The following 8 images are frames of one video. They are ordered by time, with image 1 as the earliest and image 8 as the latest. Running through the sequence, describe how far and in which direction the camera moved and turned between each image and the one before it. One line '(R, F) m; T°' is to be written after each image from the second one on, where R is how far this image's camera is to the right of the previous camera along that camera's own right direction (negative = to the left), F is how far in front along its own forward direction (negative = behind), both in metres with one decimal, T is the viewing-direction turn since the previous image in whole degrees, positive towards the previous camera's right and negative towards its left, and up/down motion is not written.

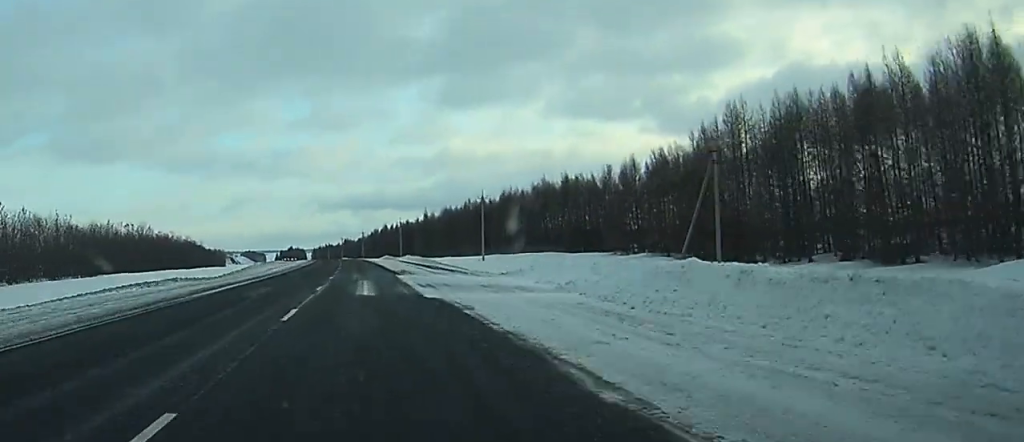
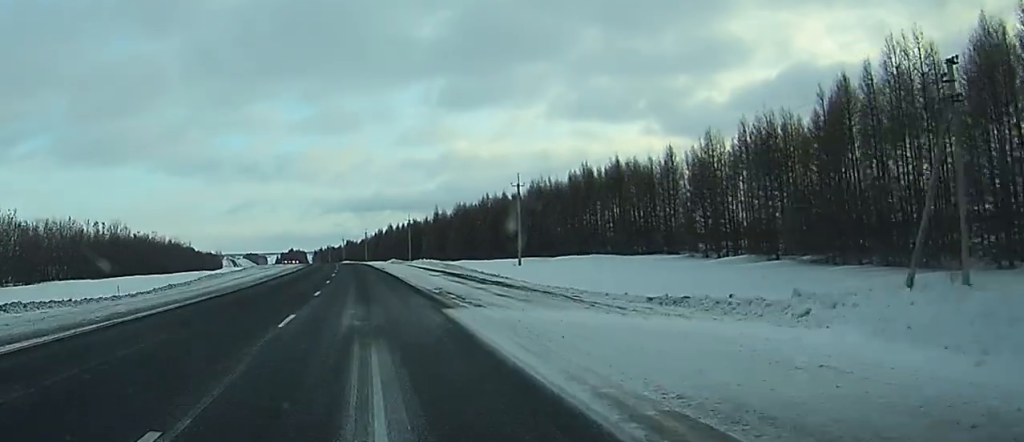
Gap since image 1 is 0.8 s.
(0.0, +24.7) m; 0°
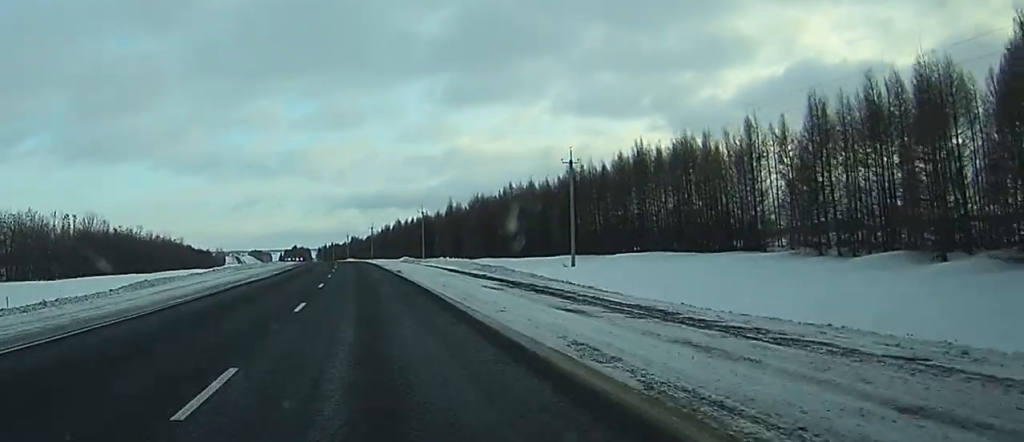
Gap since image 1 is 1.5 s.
(0.0, +20.6) m; -1°
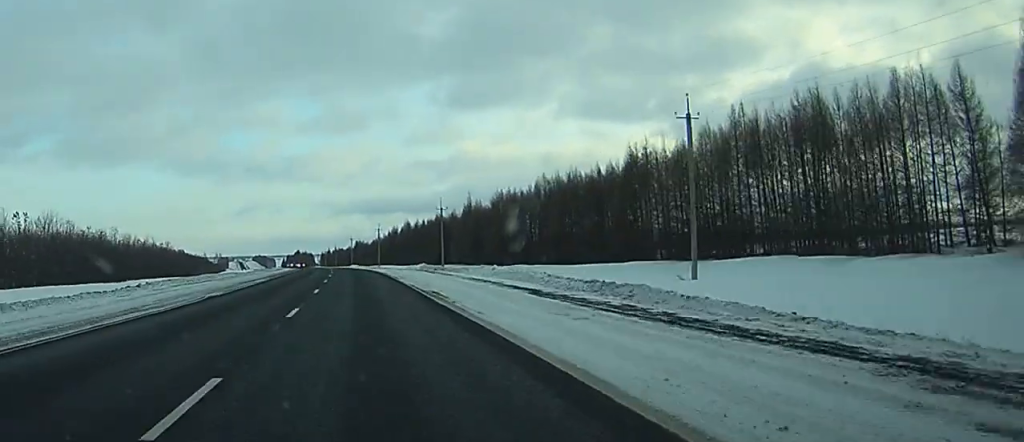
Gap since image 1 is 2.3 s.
(-0.2, +24.7) m; -1°
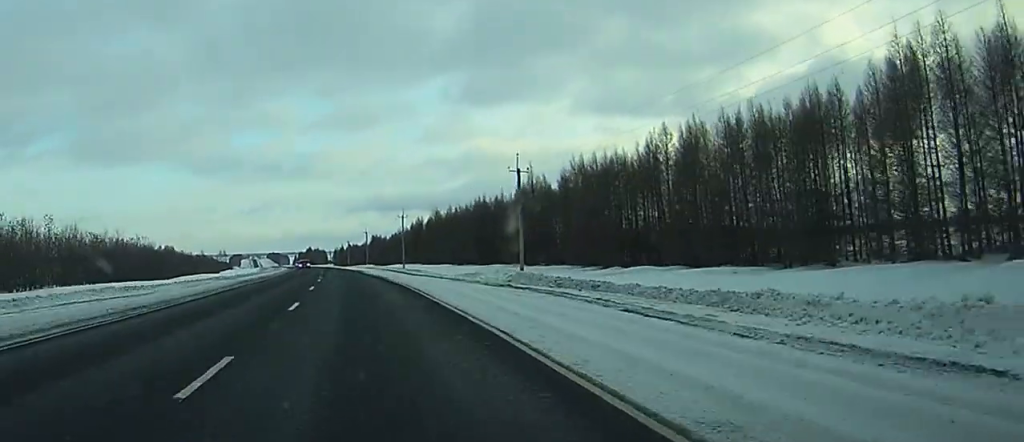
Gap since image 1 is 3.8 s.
(-0.3, +46.3) m; -1°
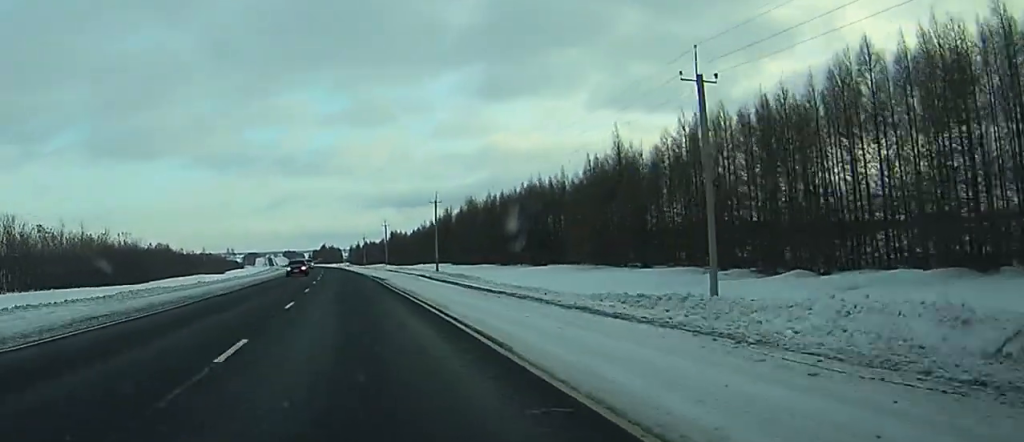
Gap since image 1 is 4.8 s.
(-0.2, +33.0) m; 0°
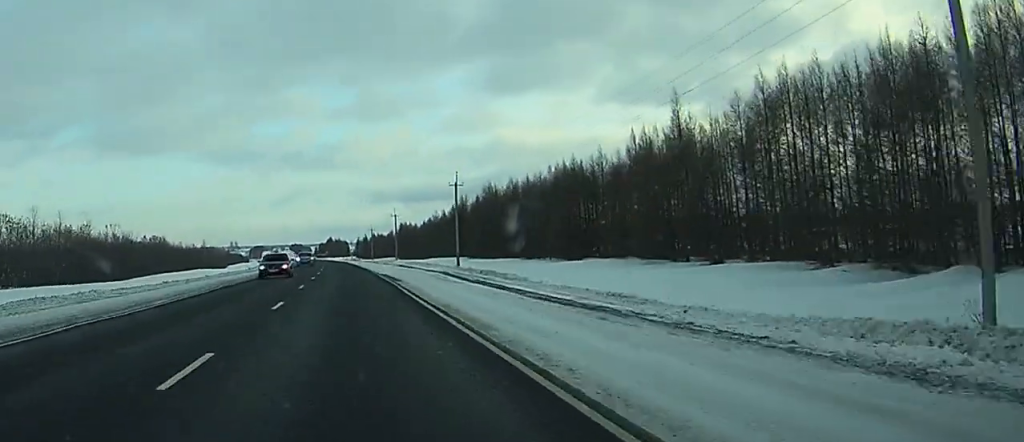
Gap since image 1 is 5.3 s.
(0.0, +14.4) m; 0°
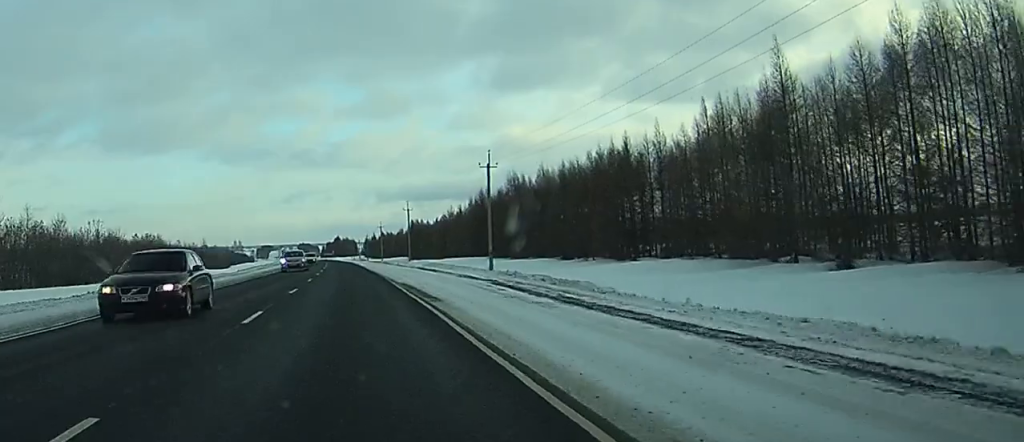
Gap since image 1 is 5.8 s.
(0.0, +16.5) m; 0°
